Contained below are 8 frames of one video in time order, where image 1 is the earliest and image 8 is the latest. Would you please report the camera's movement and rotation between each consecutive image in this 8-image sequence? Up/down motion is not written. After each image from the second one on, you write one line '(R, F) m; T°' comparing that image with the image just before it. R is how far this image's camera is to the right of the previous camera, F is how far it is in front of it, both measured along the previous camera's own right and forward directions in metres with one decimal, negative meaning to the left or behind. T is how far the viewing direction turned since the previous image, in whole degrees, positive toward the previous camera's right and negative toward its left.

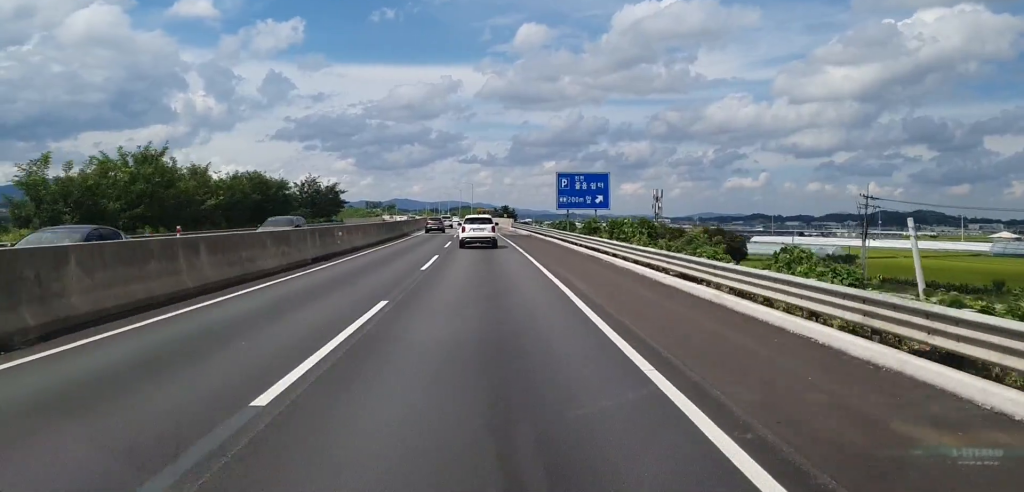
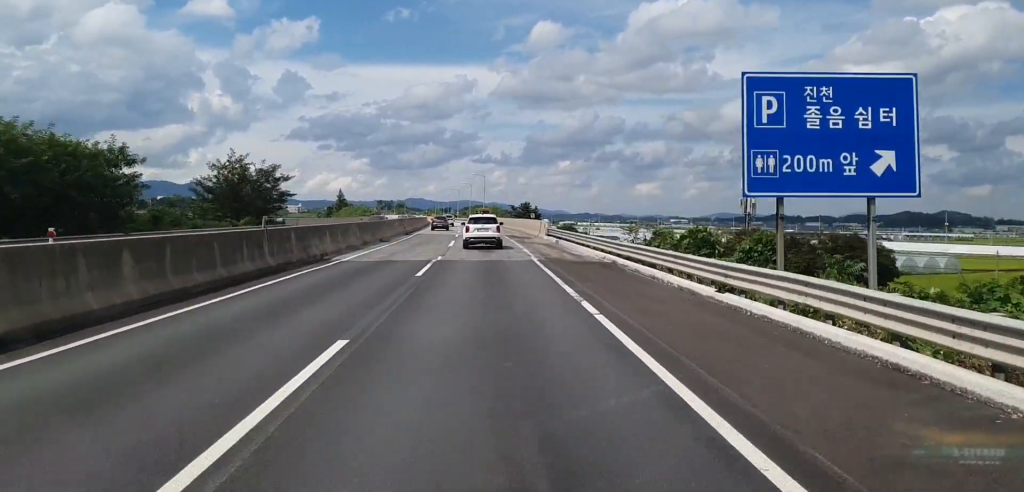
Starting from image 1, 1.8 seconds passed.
(+0.2, +40.3) m; -1°
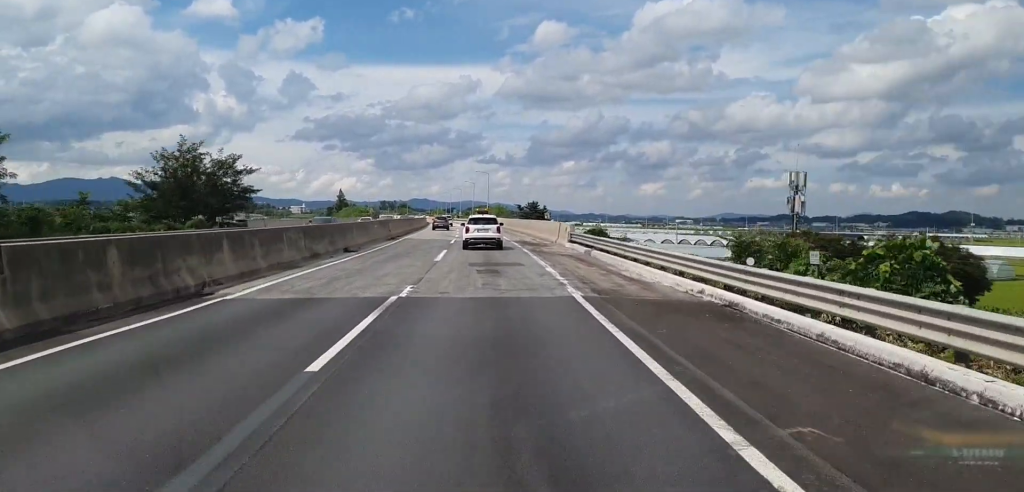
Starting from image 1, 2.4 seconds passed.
(-0.2, +13.4) m; -1°
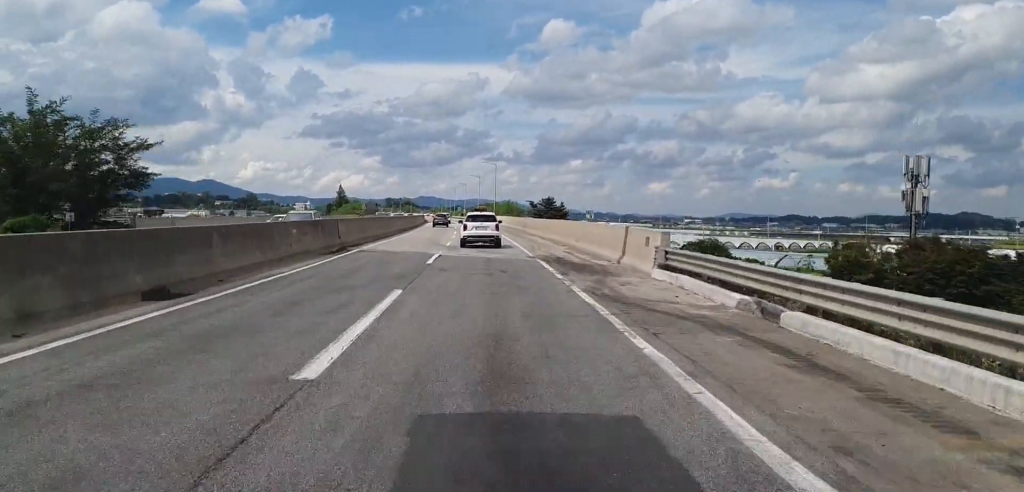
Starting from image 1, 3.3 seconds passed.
(0.0, +20.7) m; 0°
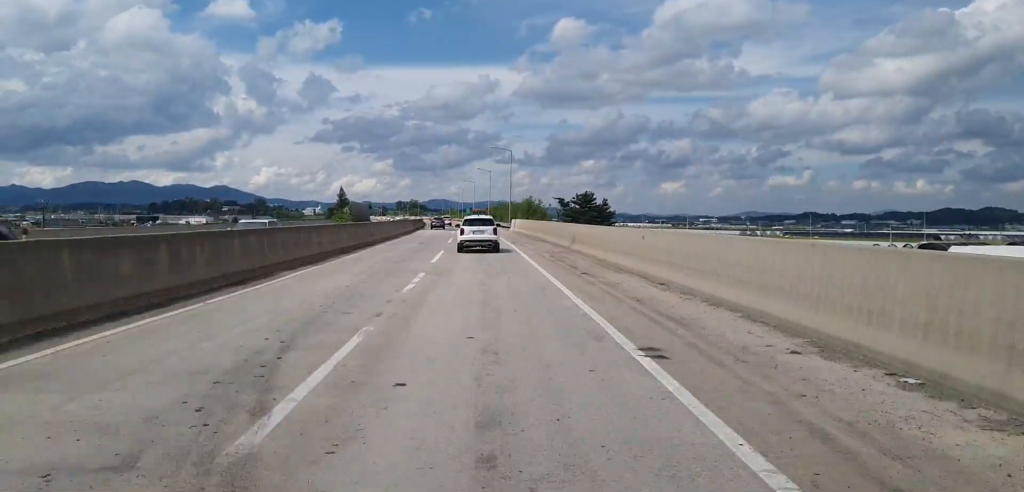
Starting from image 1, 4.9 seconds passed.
(+0.1, +34.4) m; -1°
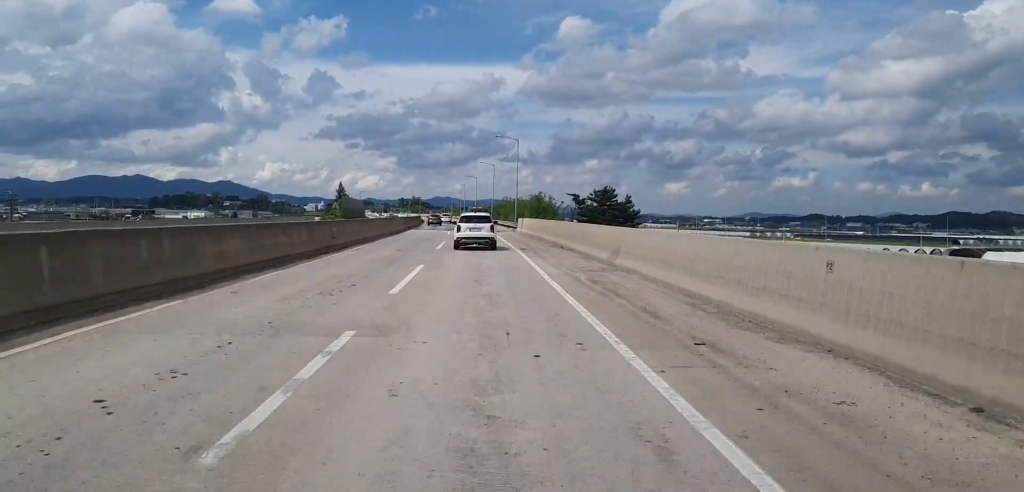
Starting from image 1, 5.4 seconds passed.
(0.0, +11.7) m; -1°
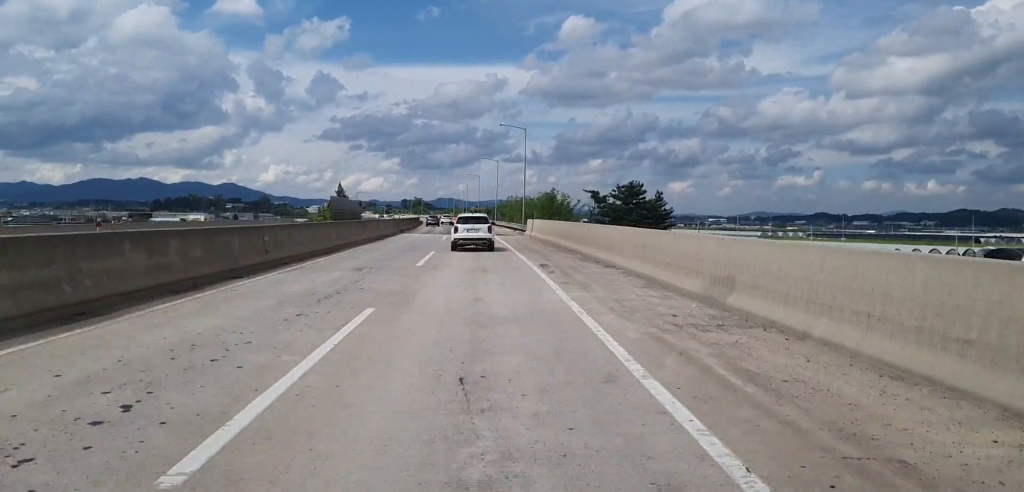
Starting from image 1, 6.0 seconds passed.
(-0.2, +11.7) m; 0°
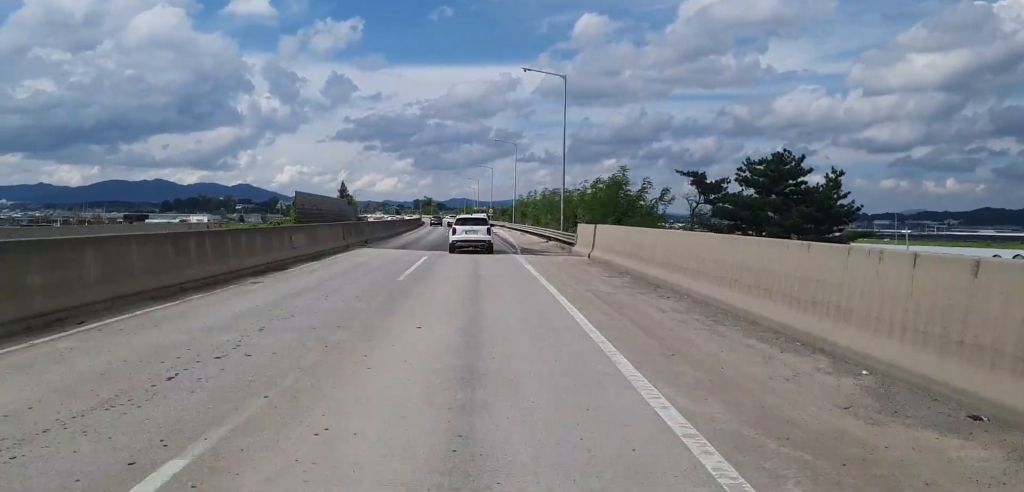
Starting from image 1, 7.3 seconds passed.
(-0.1, +30.0) m; -1°
